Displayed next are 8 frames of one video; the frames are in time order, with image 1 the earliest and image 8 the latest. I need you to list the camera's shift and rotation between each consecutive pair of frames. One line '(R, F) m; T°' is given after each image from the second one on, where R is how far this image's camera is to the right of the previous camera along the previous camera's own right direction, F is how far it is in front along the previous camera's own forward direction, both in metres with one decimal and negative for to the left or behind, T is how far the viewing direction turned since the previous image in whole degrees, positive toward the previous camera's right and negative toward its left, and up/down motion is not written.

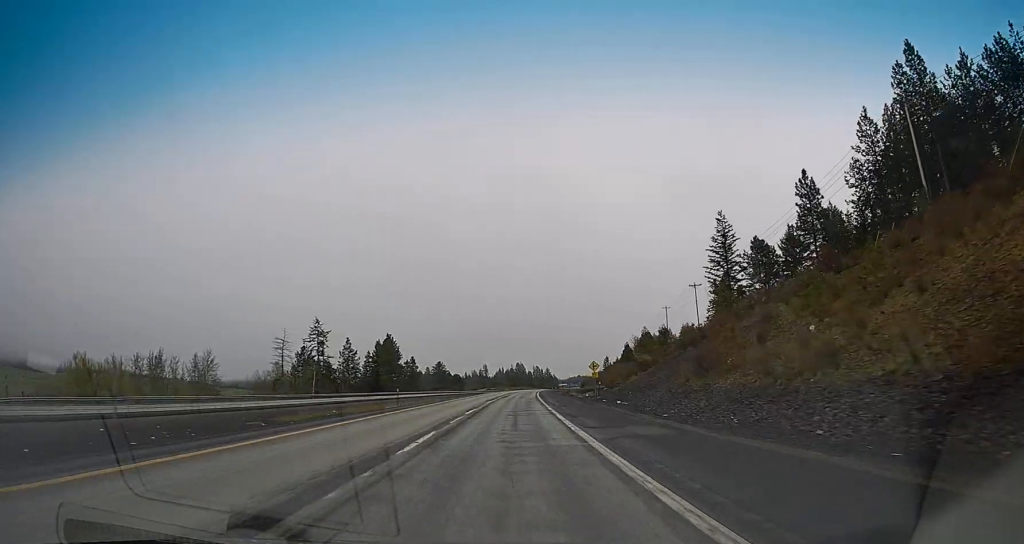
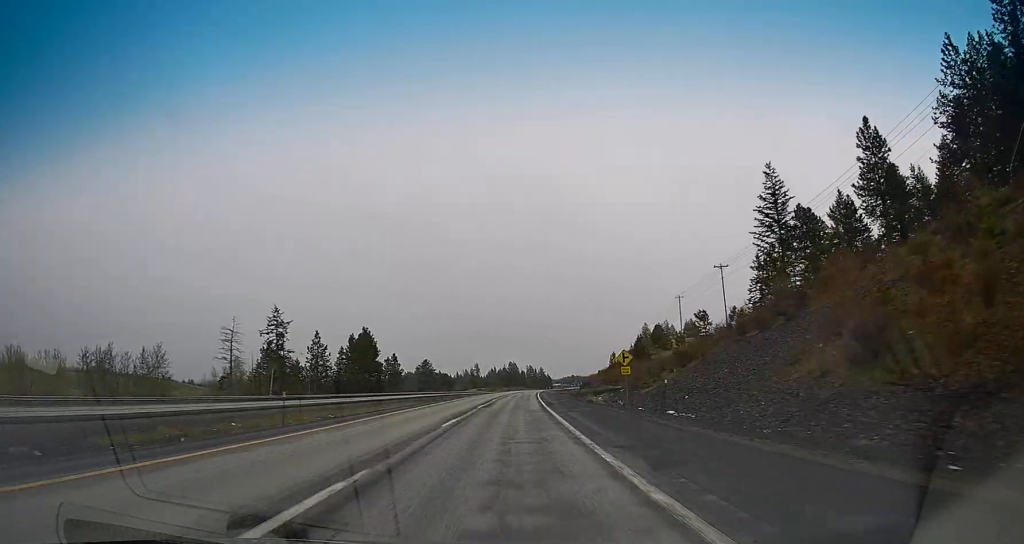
(+0.4, +23.3) m; +1°
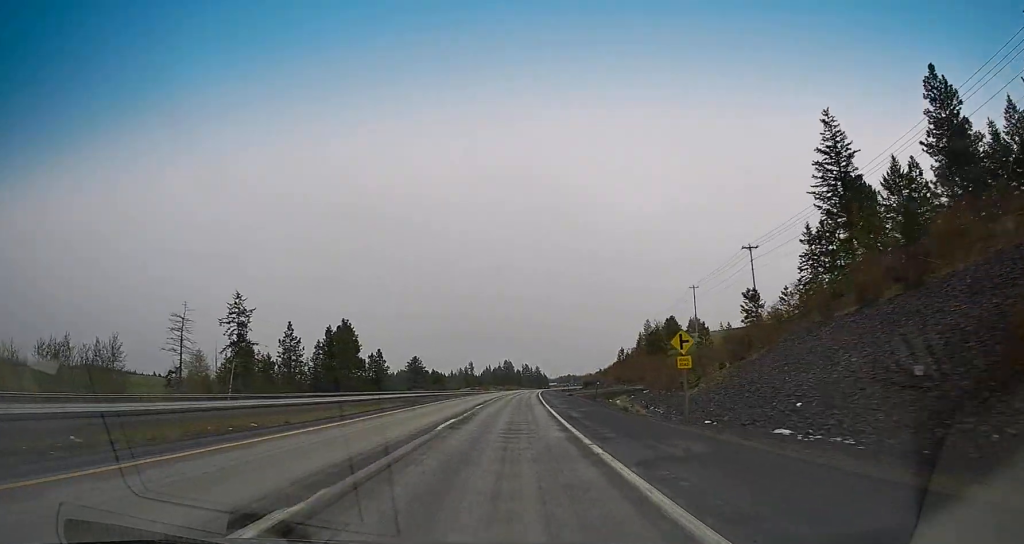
(+0.1, +17.5) m; 0°
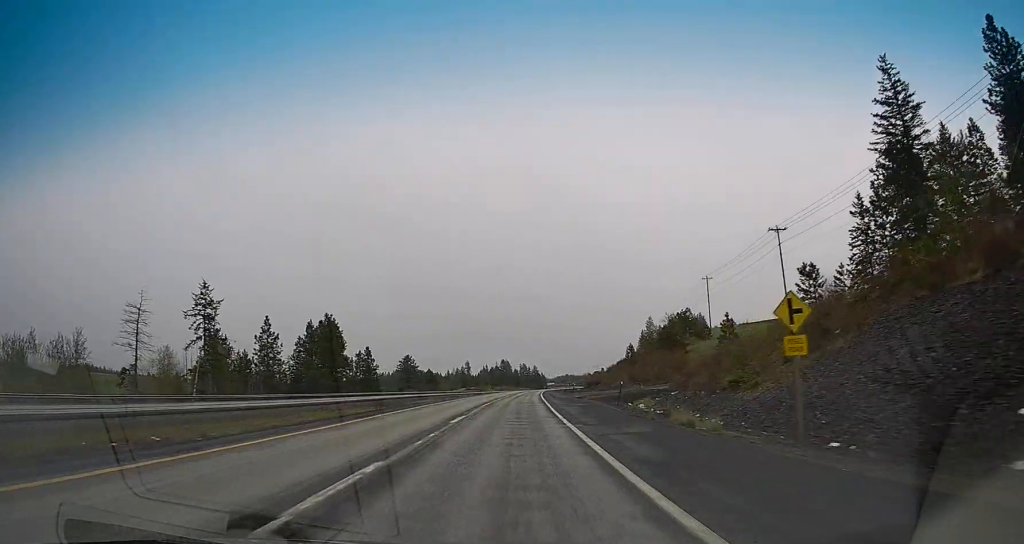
(-0.1, +12.6) m; 0°
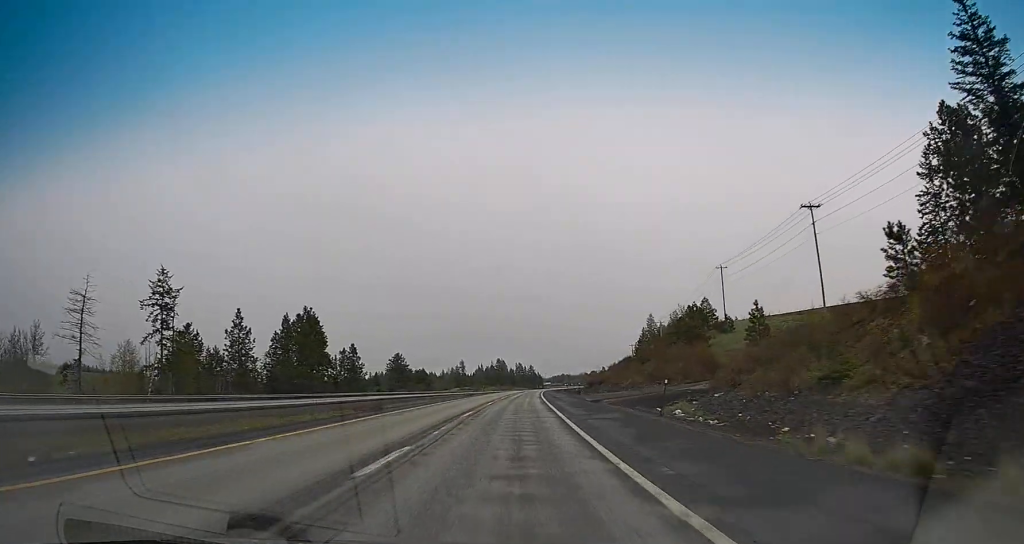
(-0.1, +12.6) m; 0°
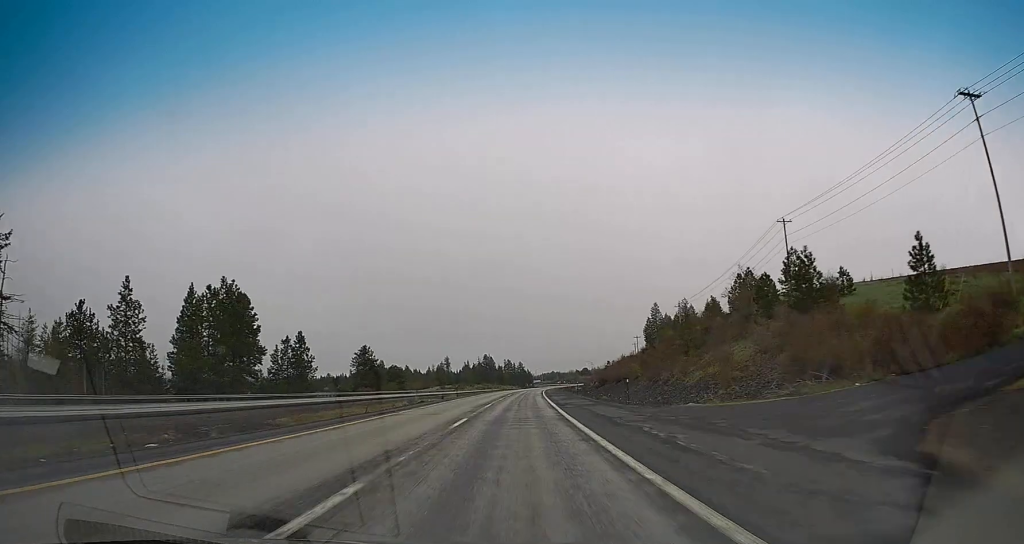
(+0.8, +36.1) m; +2°
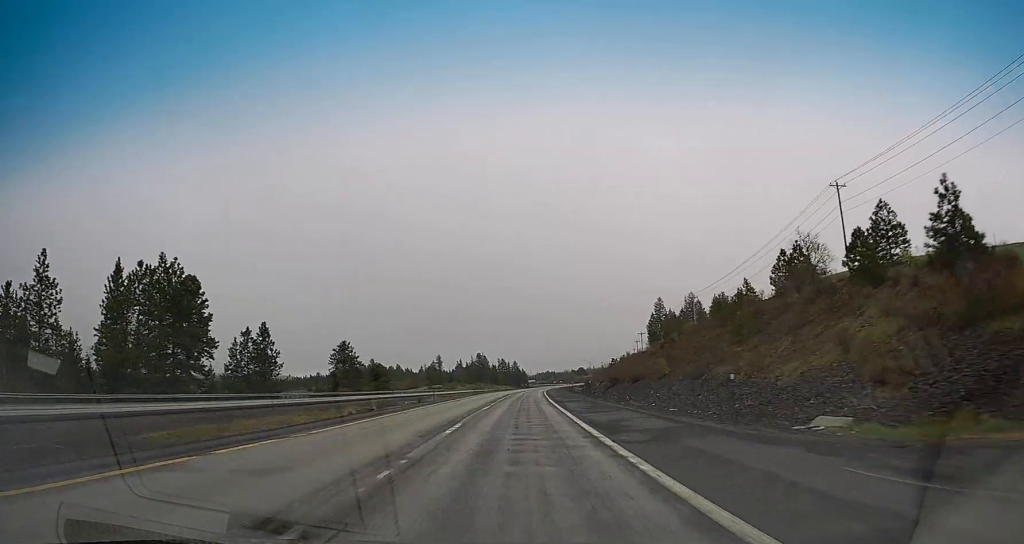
(+0.2, +18.7) m; 0°
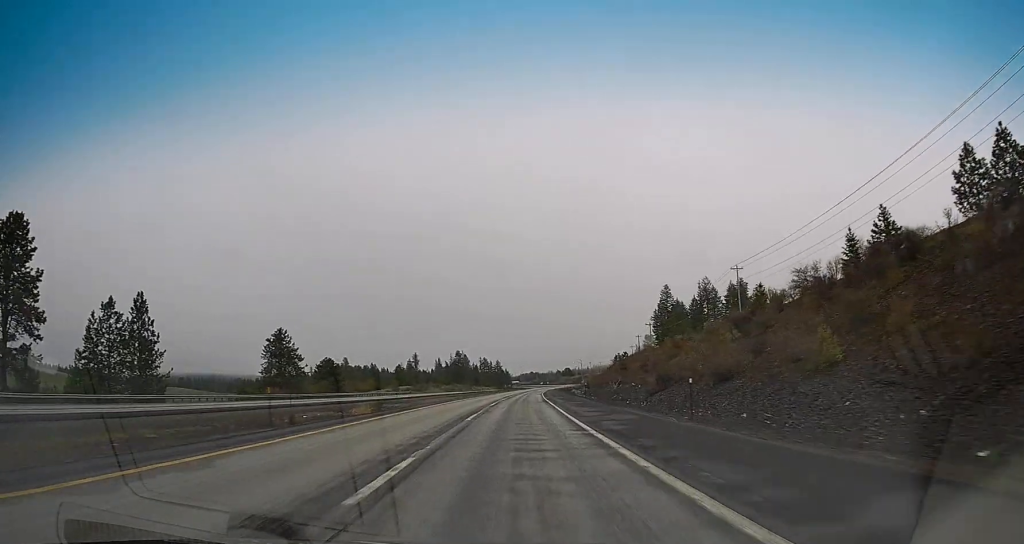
(-0.1, +40.3) m; 0°
